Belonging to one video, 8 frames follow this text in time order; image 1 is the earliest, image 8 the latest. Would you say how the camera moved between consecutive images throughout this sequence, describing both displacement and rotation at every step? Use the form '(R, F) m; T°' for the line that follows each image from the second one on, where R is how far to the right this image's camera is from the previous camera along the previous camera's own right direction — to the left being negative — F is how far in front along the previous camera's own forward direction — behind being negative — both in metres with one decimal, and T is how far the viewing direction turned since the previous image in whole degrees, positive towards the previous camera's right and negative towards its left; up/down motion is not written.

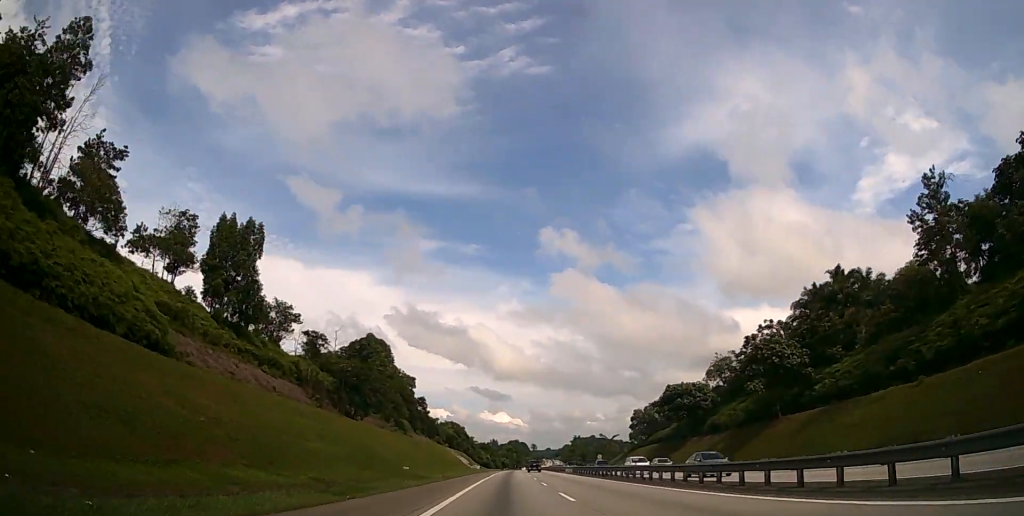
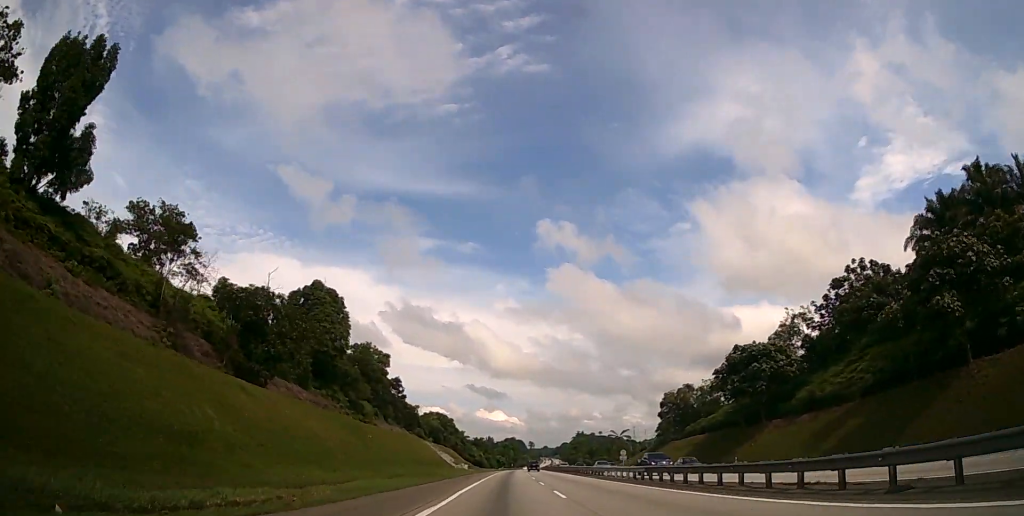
(+0.2, +34.3) m; +1°
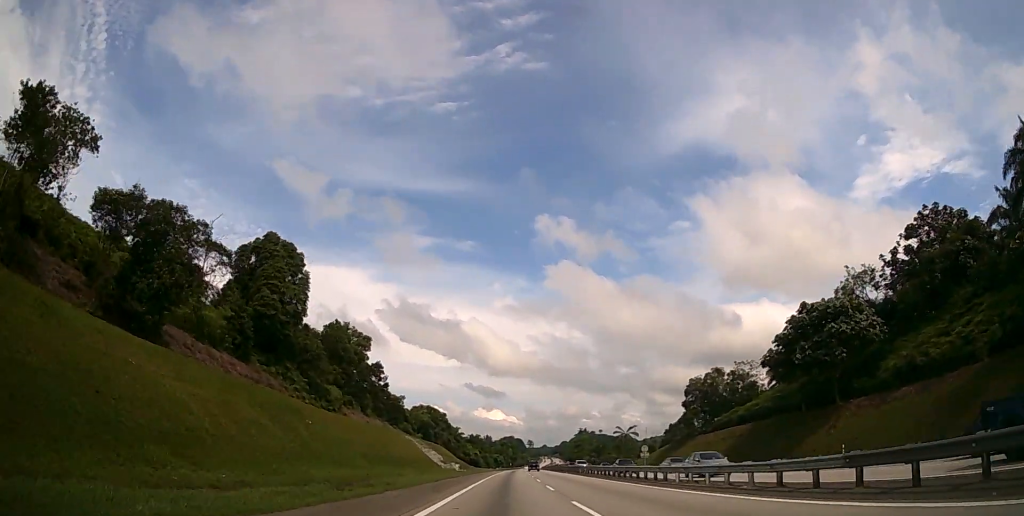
(0.0, +18.8) m; 0°
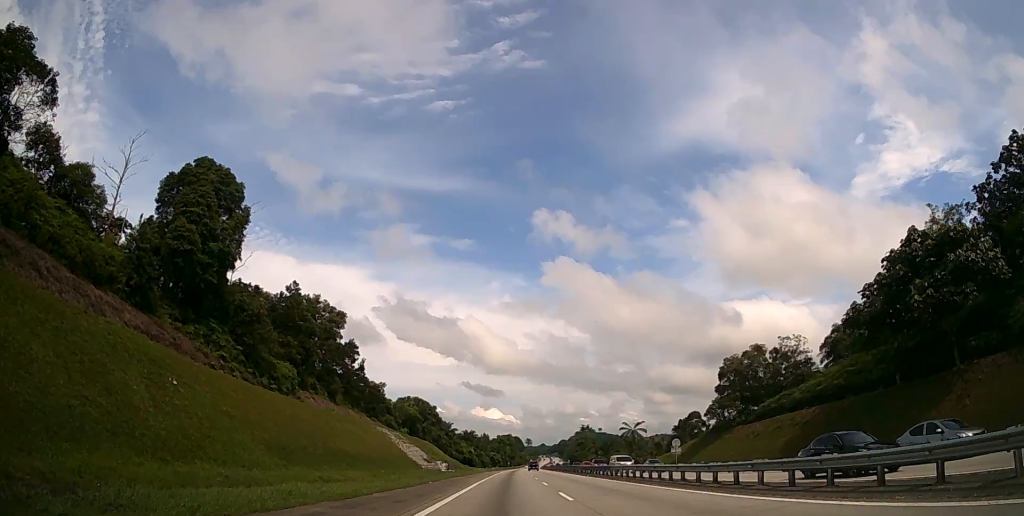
(0.0, +18.8) m; 0°
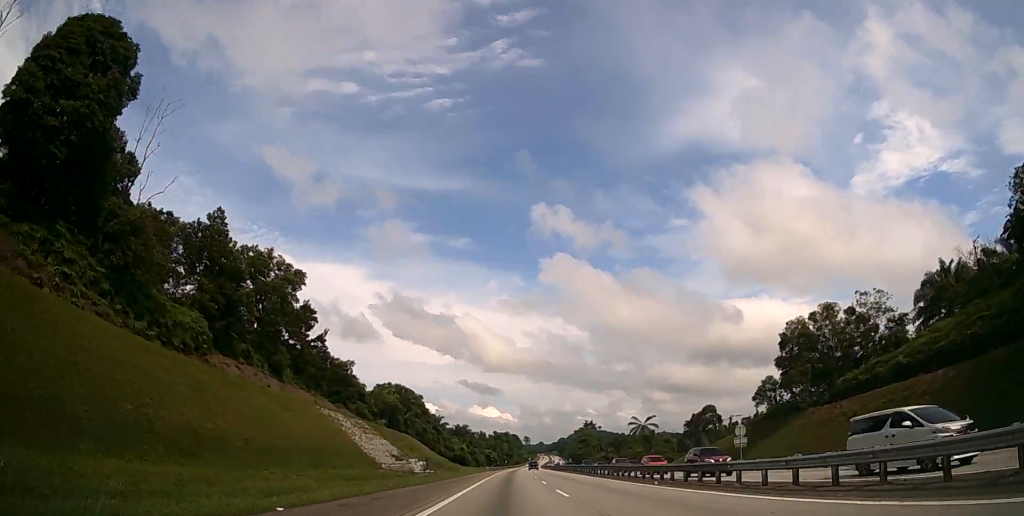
(+0.1, +22.2) m; 0°
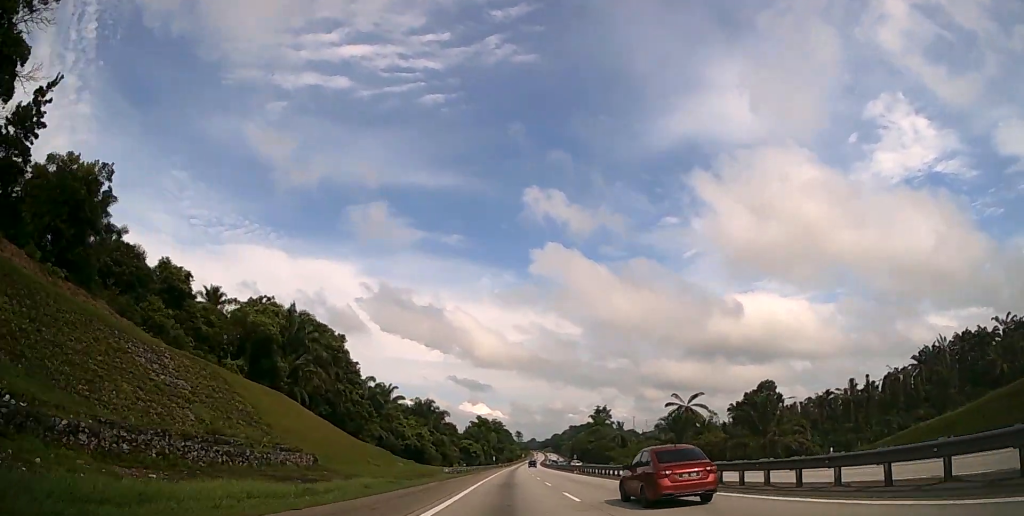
(+0.5, +62.5) m; +1°
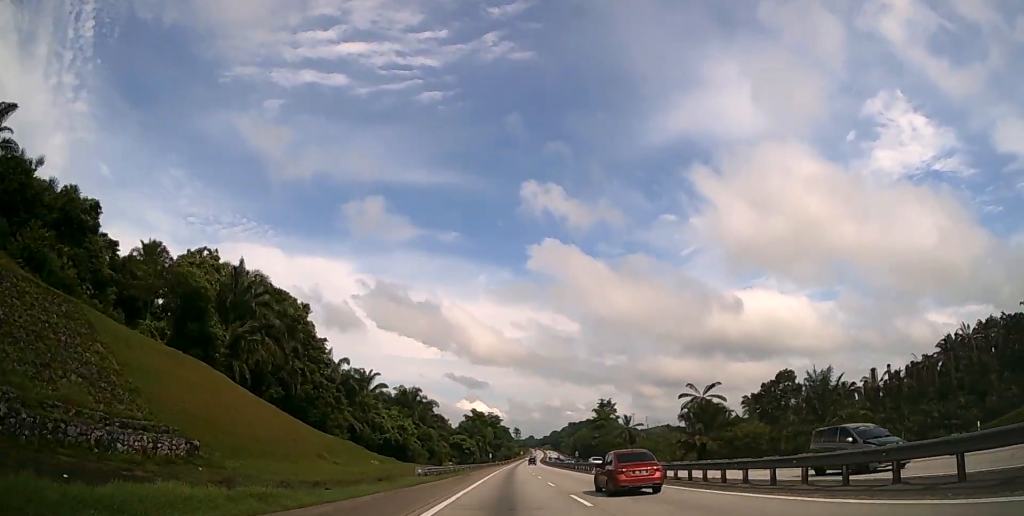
(+0.1, +14.4) m; 0°
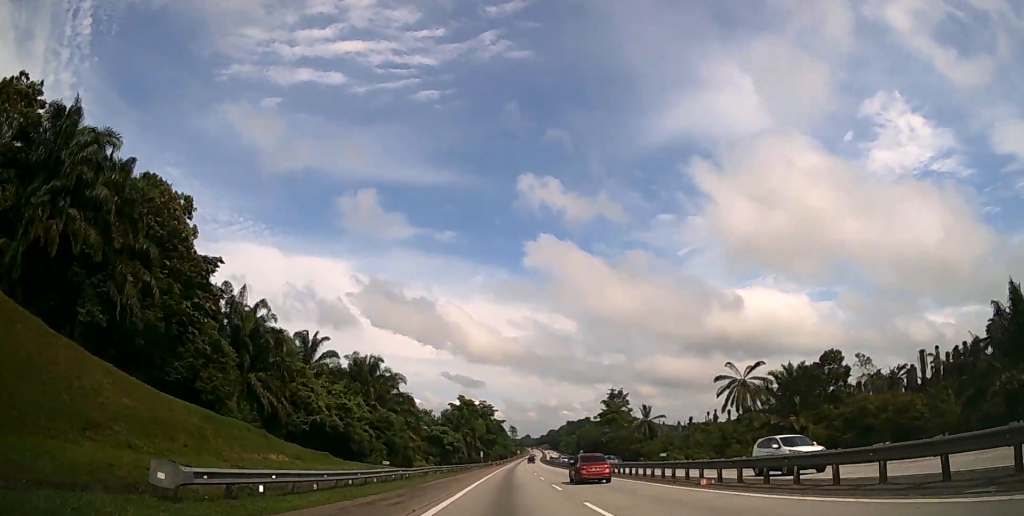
(+0.1, +27.7) m; 0°
